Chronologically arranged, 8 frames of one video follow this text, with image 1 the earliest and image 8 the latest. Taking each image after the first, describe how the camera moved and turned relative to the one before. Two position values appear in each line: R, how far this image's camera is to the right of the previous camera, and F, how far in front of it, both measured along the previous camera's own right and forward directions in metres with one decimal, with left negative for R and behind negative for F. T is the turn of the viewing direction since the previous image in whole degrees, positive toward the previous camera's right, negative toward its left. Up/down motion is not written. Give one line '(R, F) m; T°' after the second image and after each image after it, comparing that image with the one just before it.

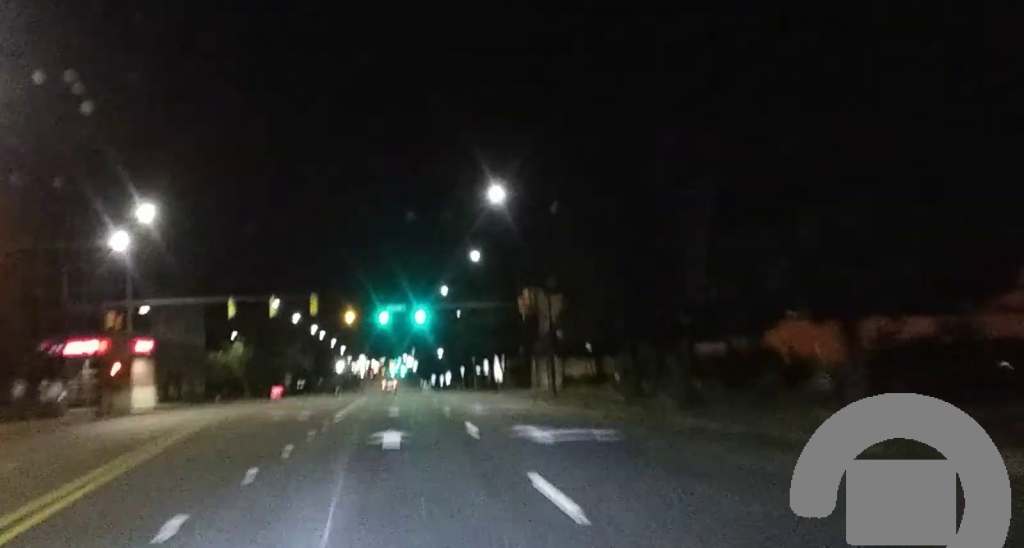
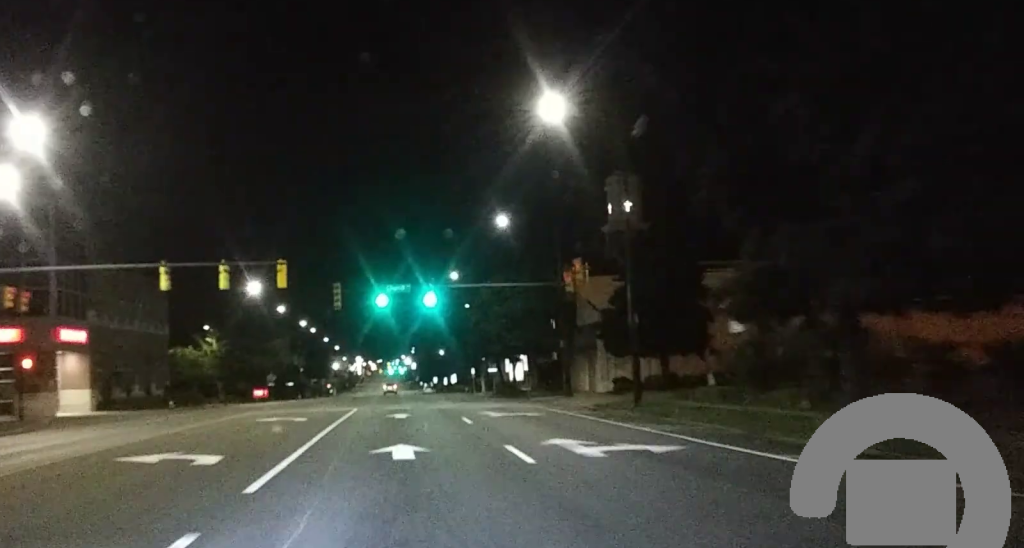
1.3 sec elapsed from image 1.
(-0.3, +19.8) m; 0°
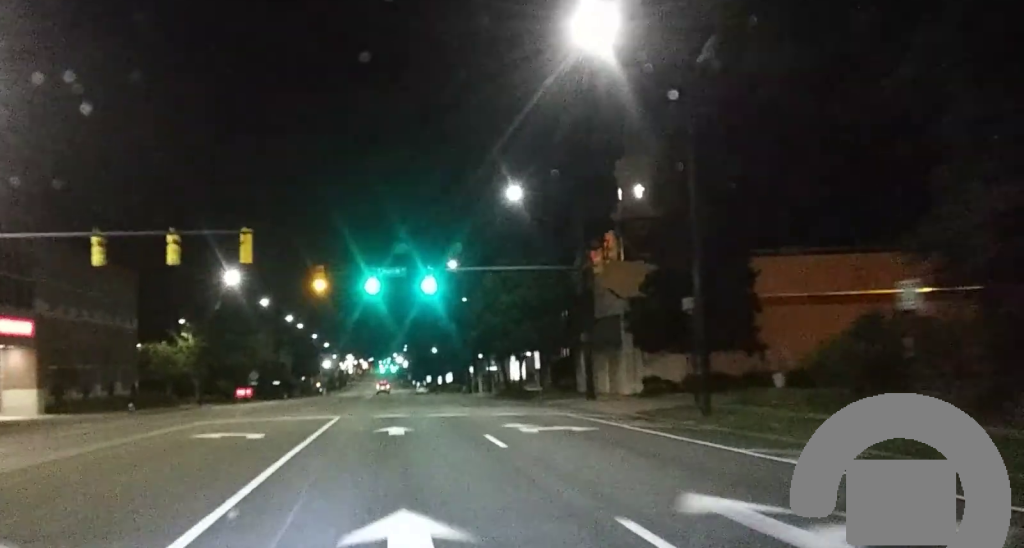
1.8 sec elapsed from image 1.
(+0.2, +8.0) m; 0°
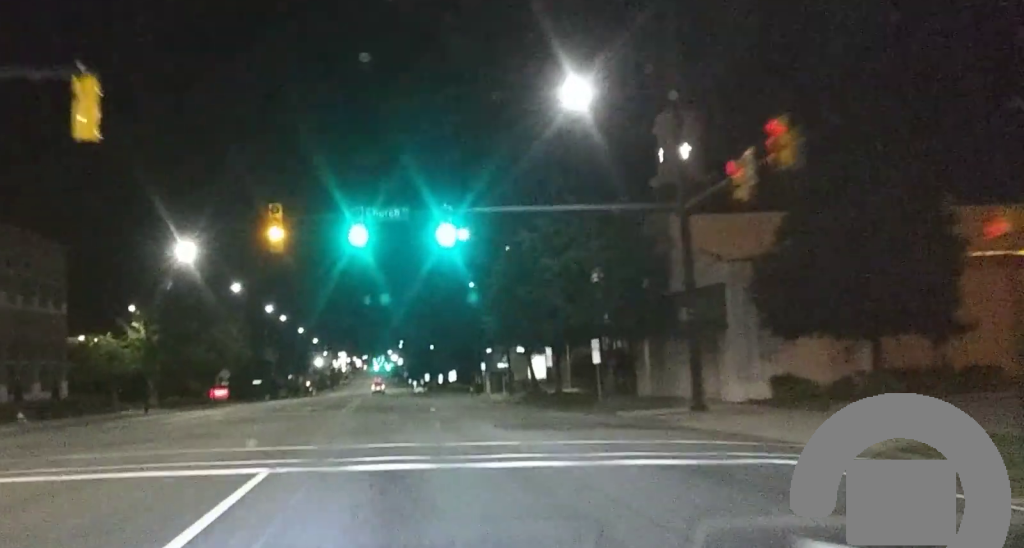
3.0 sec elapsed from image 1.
(+0.1, +19.5) m; +1°
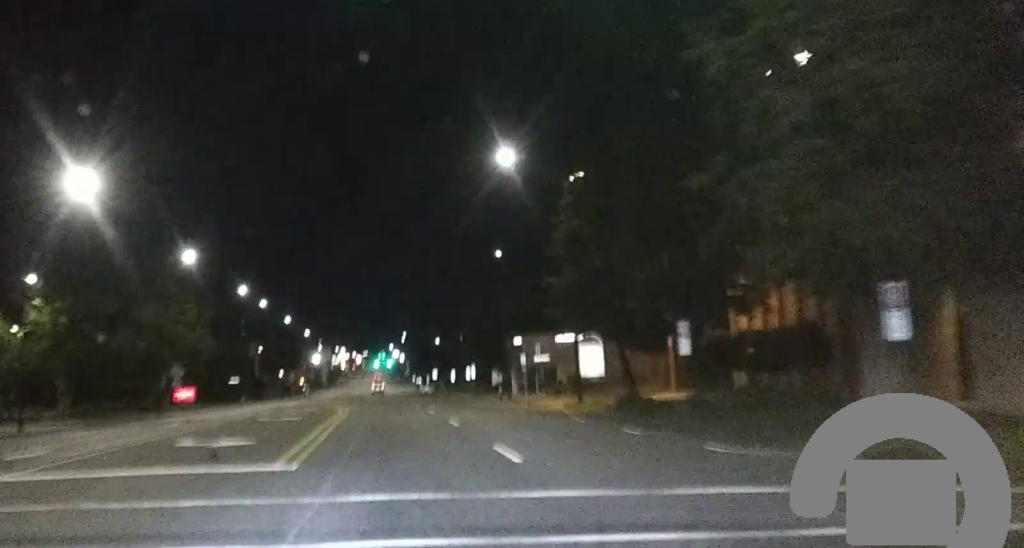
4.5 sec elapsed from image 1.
(+0.3, +24.7) m; 0°
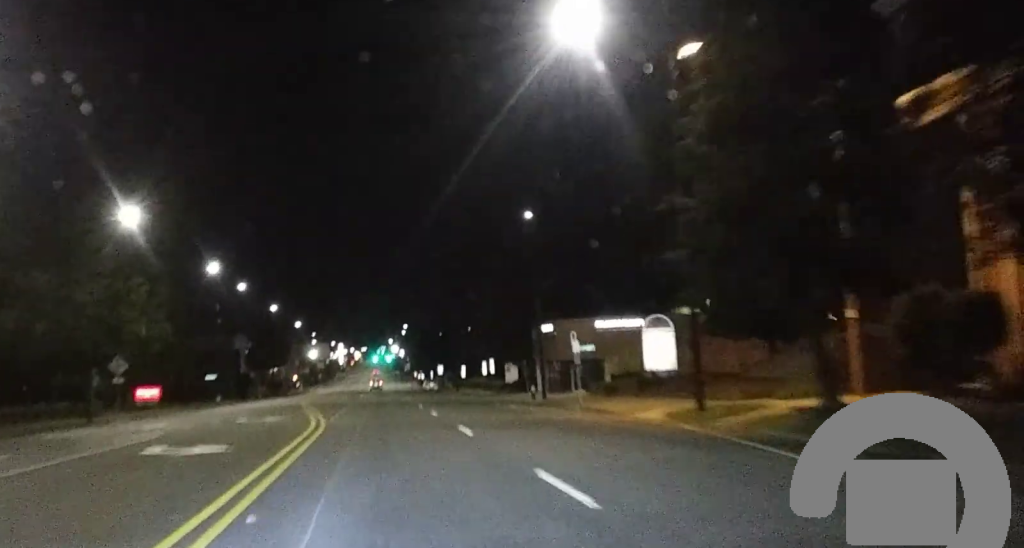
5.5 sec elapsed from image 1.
(-0.5, +17.7) m; -2°
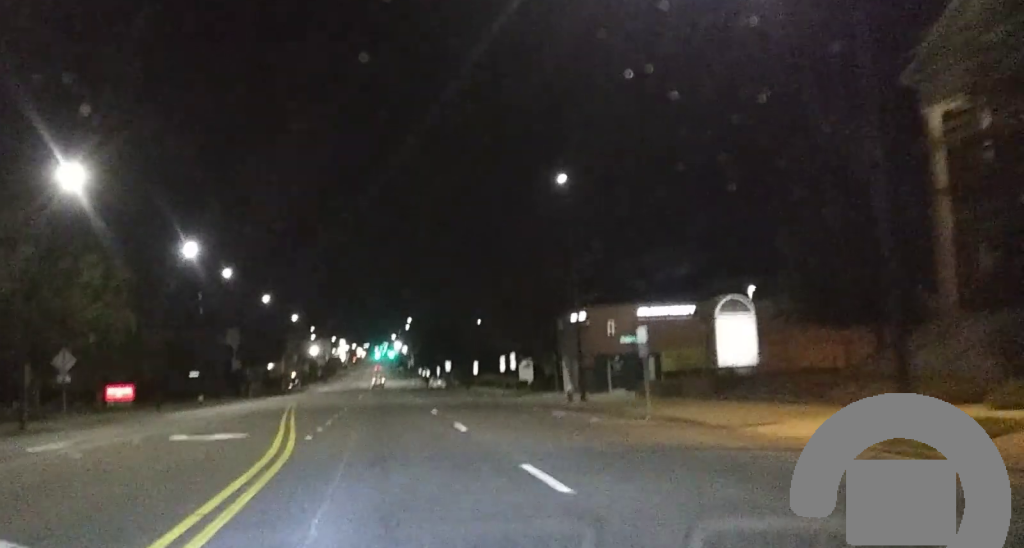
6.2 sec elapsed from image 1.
(0.0, +10.6) m; 0°
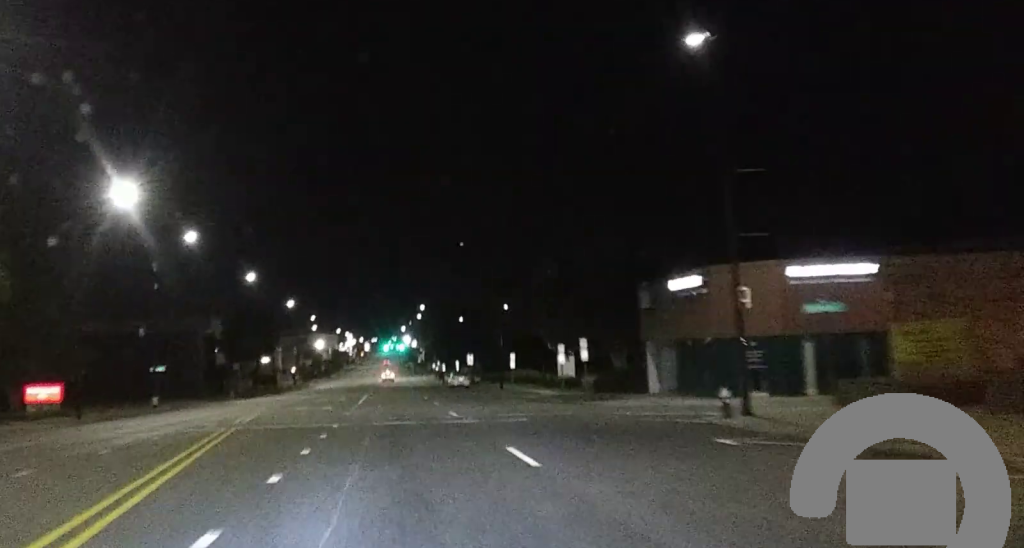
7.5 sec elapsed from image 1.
(+0.1, +22.1) m; +1°
